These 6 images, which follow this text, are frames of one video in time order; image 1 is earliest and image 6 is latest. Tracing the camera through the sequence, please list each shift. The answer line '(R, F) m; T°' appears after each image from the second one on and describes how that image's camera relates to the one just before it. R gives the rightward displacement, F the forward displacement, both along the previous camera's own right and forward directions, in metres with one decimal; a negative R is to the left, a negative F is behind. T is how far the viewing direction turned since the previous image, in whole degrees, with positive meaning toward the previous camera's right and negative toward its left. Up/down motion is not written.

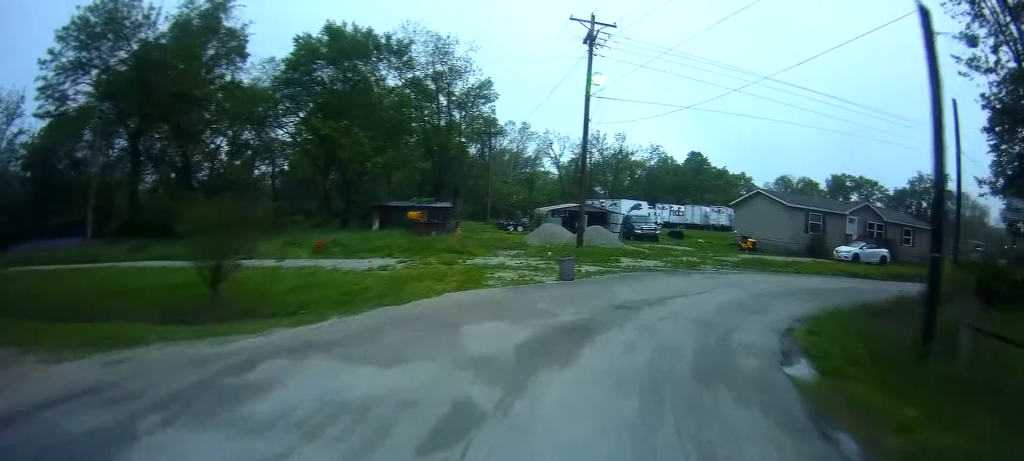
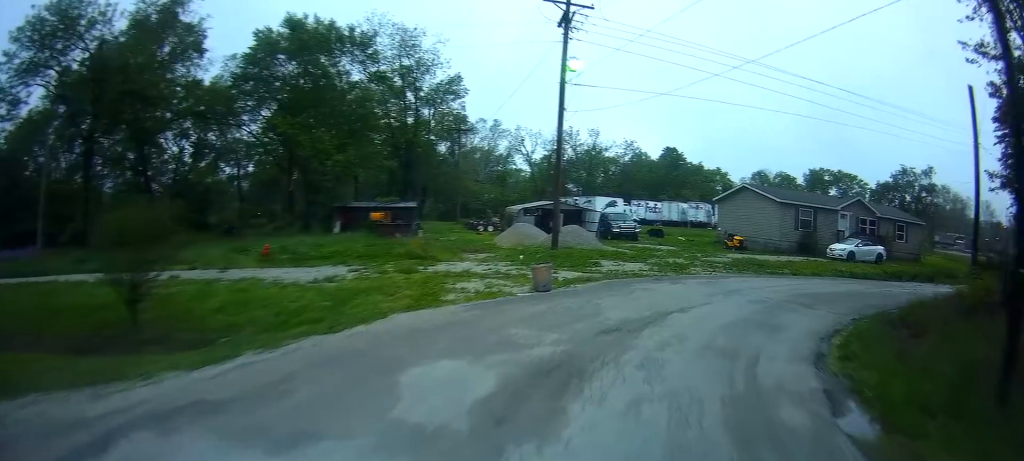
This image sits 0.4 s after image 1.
(0.0, +3.0) m; 0°
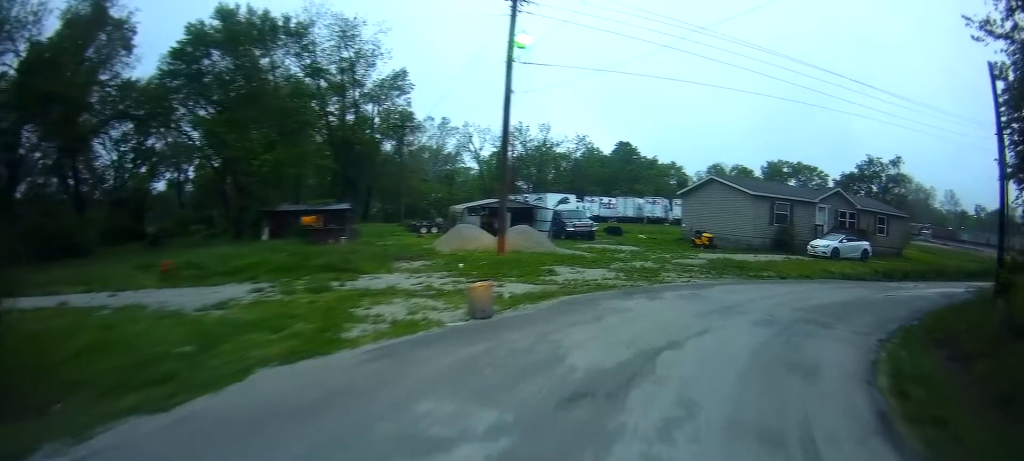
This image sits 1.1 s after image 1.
(0.0, +4.1) m; 0°
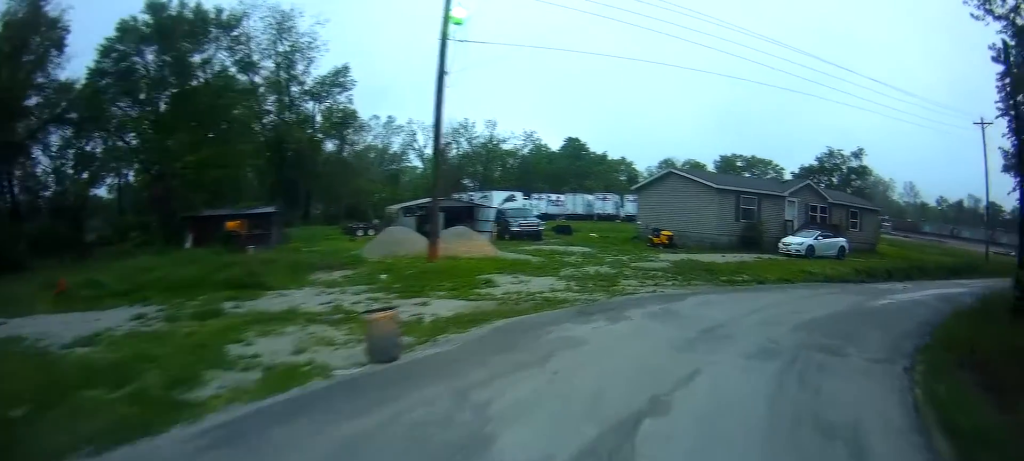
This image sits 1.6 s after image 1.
(0.0, +2.6) m; +7°
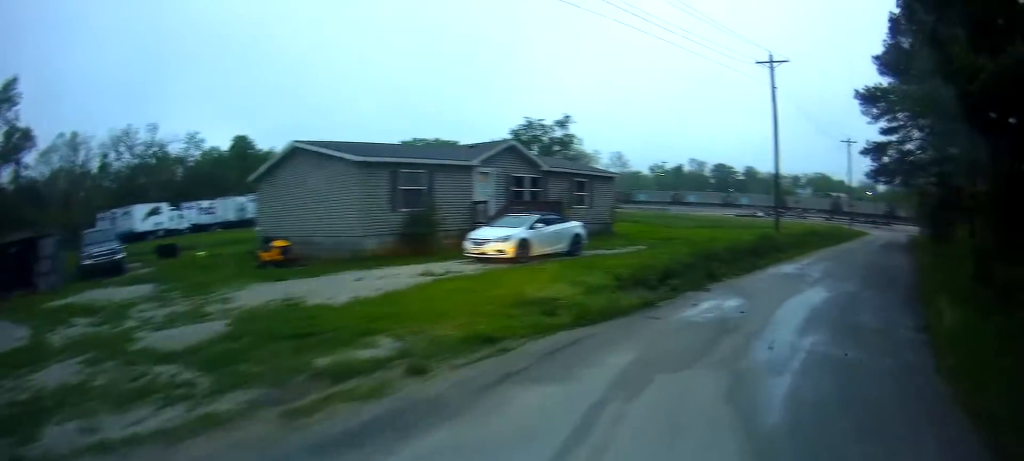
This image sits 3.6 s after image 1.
(+2.8, +8.5) m; +37°
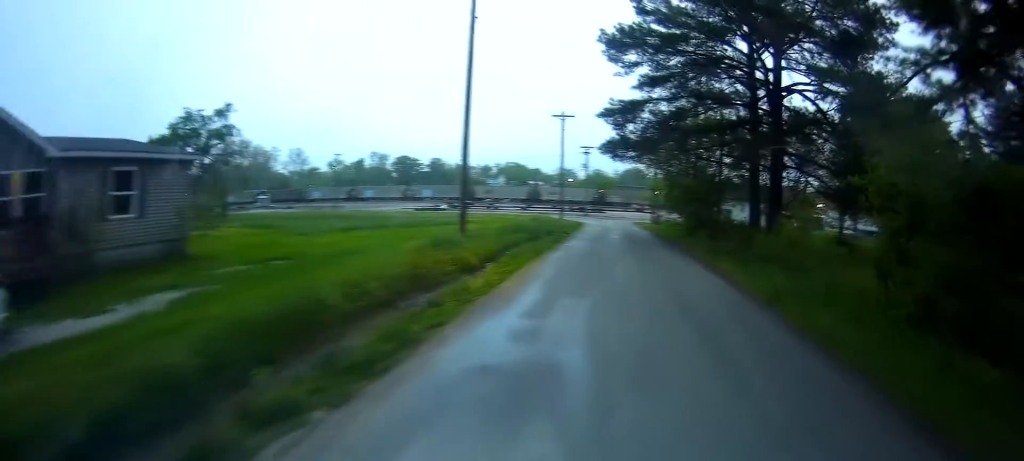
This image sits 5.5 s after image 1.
(+2.5, +10.4) m; +26°
